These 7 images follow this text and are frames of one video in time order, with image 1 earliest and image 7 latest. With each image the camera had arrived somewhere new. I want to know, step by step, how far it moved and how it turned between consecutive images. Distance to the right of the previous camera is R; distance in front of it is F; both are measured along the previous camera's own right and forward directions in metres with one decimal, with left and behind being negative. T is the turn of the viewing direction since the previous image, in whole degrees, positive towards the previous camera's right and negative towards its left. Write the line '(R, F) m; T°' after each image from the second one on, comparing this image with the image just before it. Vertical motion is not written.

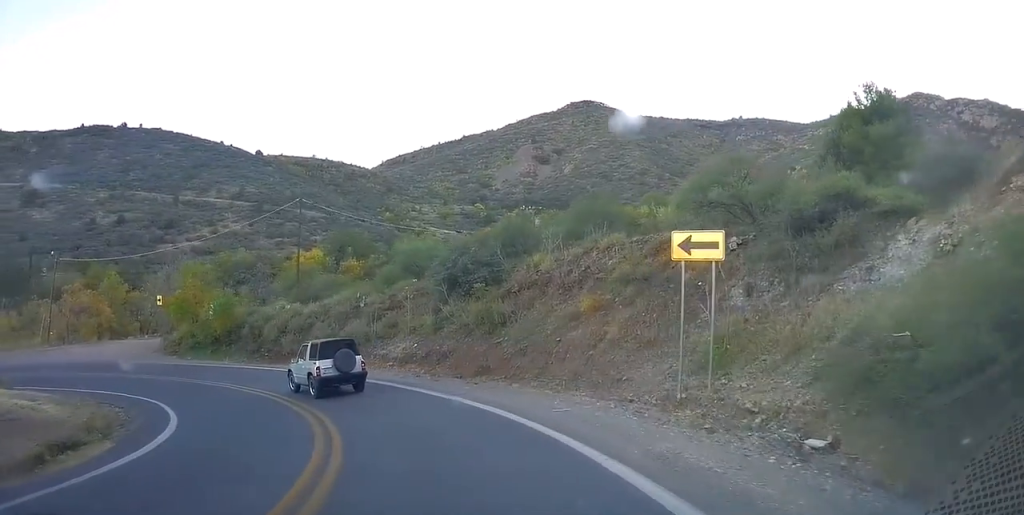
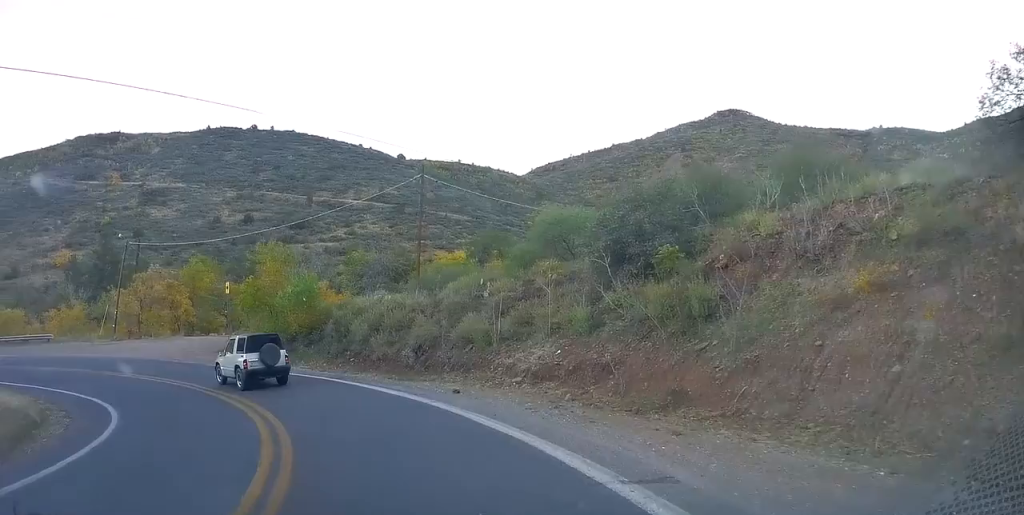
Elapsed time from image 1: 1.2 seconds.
(-0.5, +9.1) m; -15°
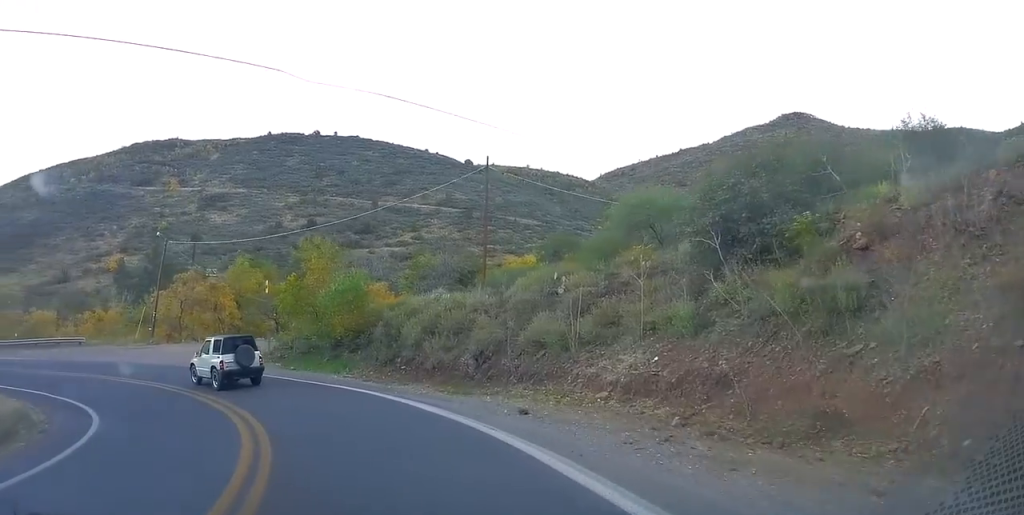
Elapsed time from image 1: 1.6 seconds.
(+0.1, +3.7) m; -11°
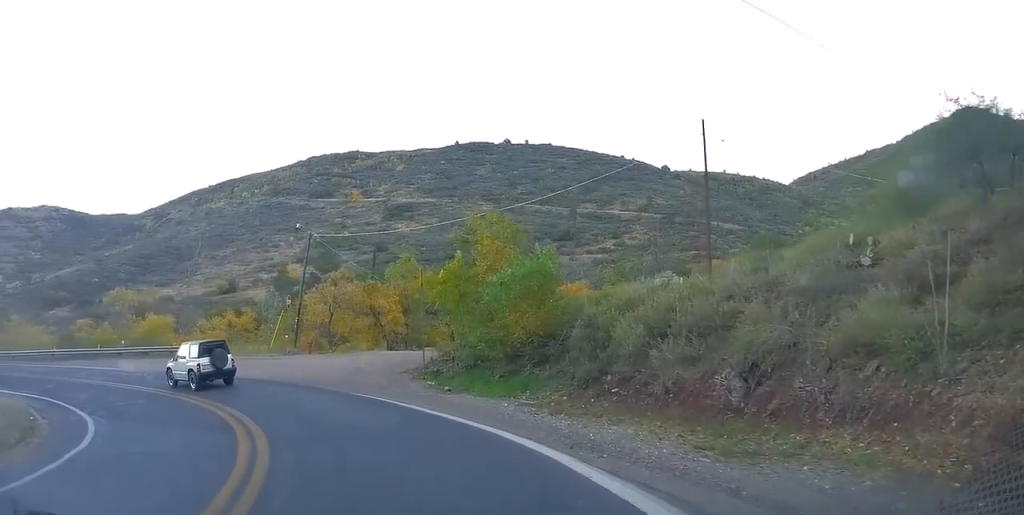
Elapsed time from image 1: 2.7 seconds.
(-2.2, +7.9) m; -28°
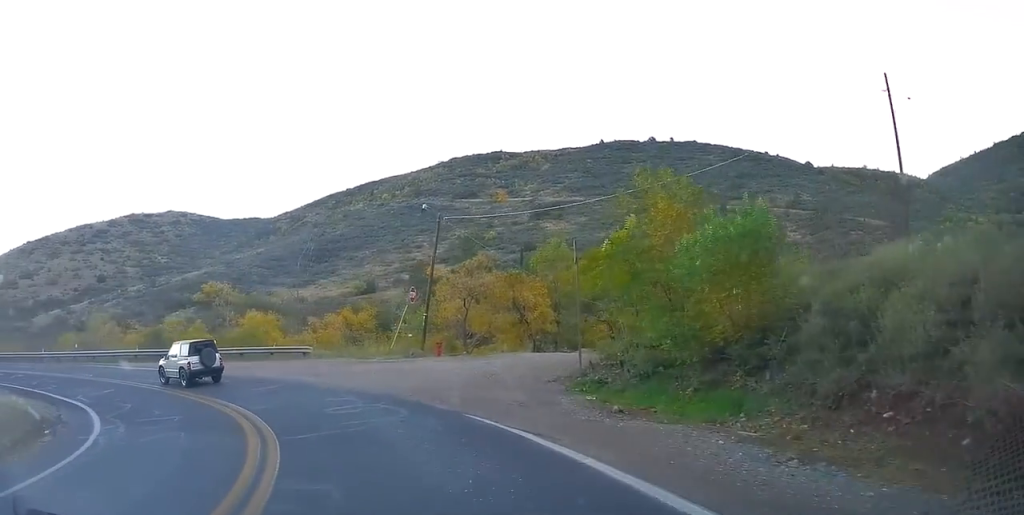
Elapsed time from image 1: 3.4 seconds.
(-1.0, +5.8) m; -10°
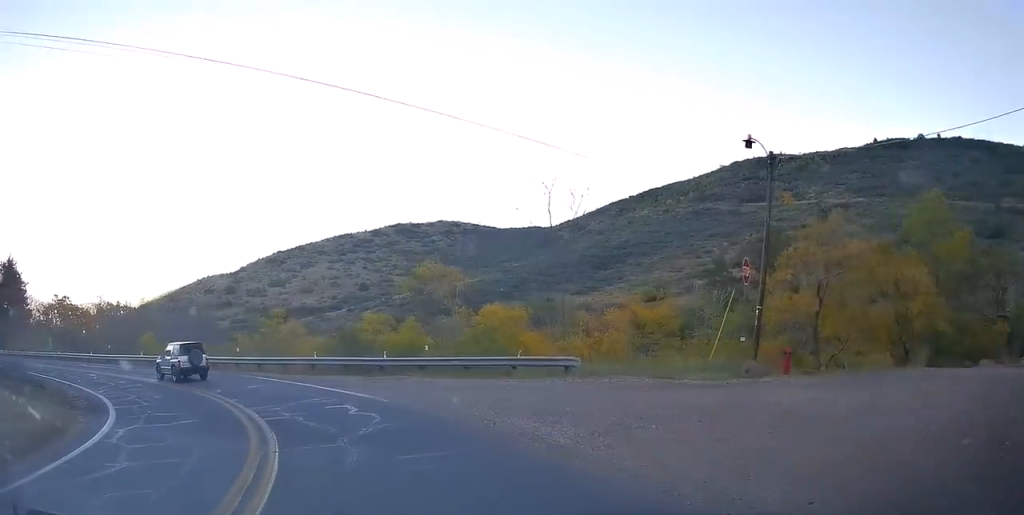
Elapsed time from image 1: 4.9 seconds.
(-1.6, +11.9) m; -24°
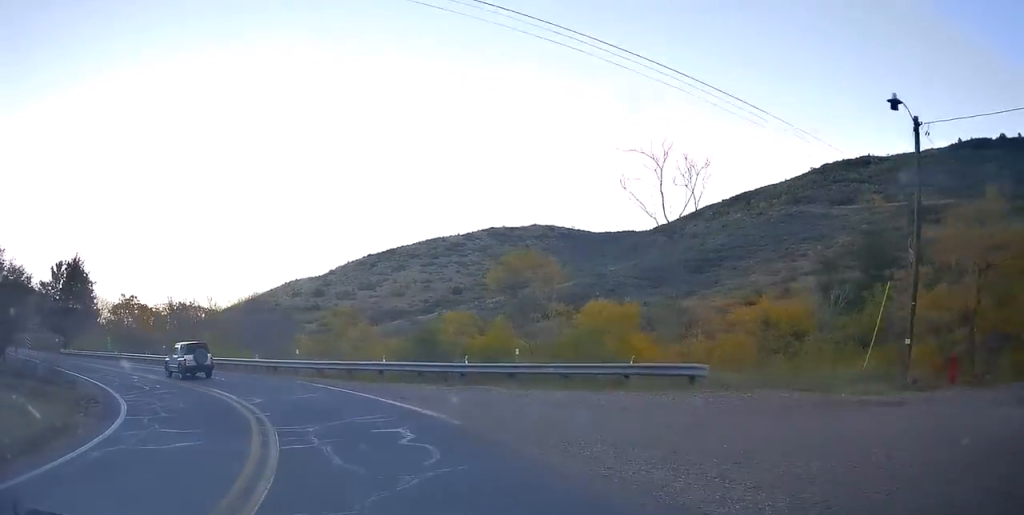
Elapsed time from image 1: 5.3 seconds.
(-0.9, +4.1) m; -10°
